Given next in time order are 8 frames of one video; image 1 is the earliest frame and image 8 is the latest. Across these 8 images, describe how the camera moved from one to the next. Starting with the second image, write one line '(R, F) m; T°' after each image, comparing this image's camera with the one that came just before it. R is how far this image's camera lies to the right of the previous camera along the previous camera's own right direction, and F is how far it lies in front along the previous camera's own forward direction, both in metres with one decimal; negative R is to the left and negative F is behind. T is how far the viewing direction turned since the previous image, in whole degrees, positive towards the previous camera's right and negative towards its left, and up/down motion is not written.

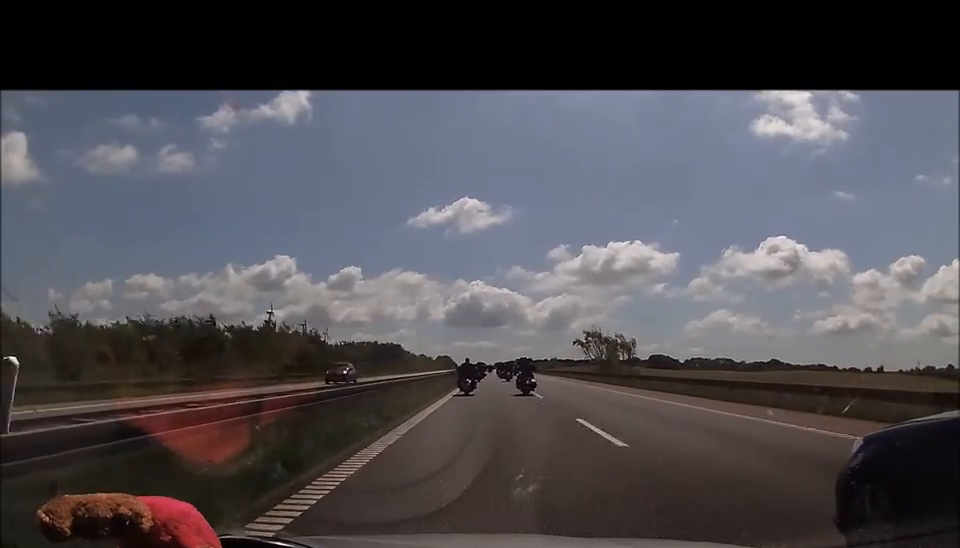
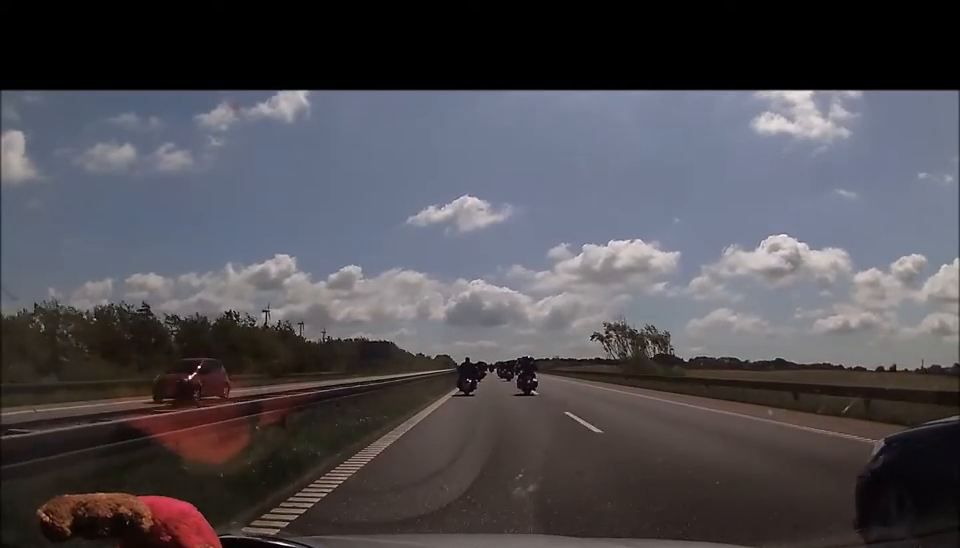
(+0.1, +16.5) m; 0°
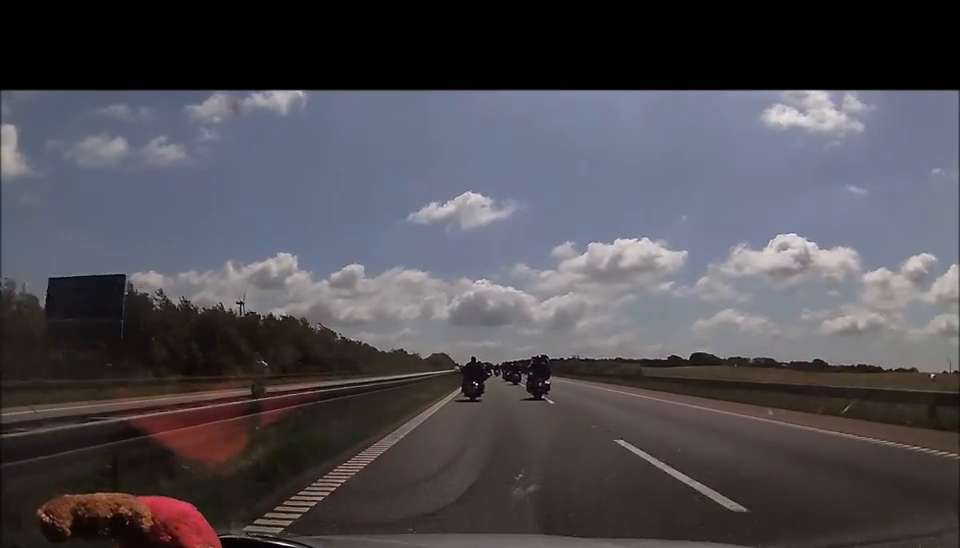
(-0.7, +78.2) m; 0°
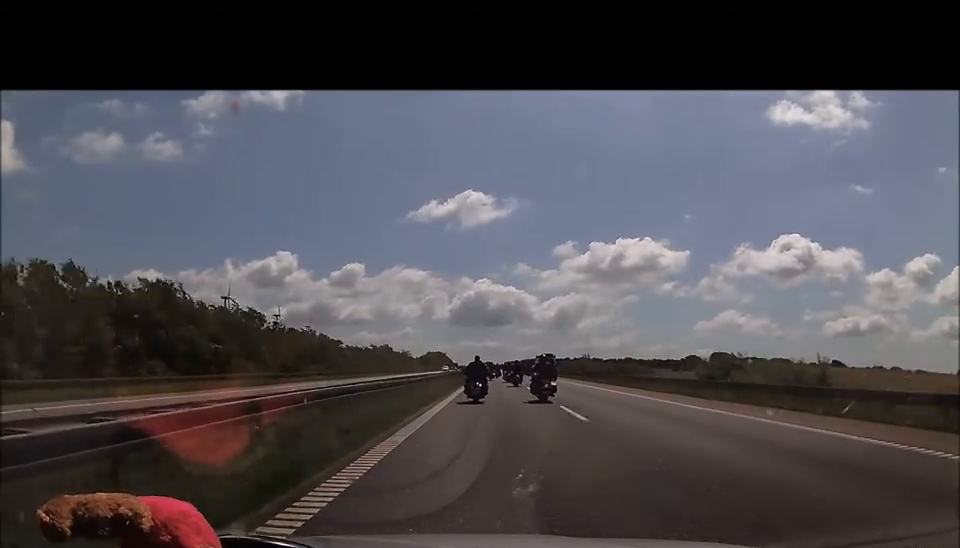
(0.0, +36.5) m; 0°
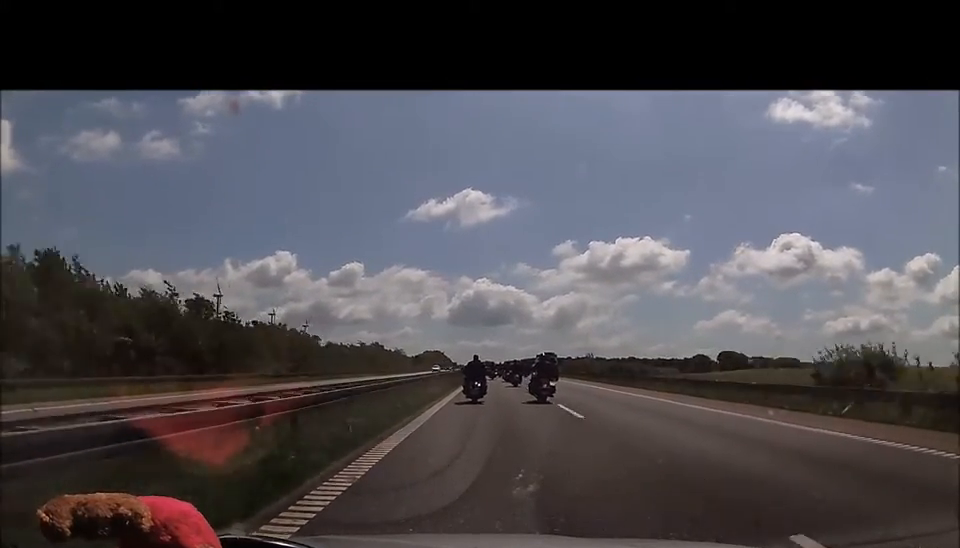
(0.0, +14.6) m; 0°
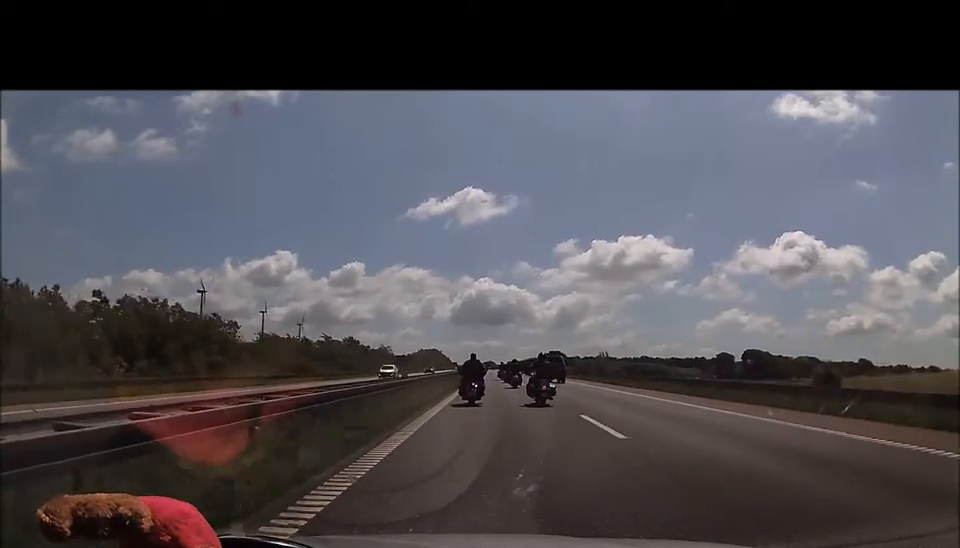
(0.0, +34.4) m; 0°
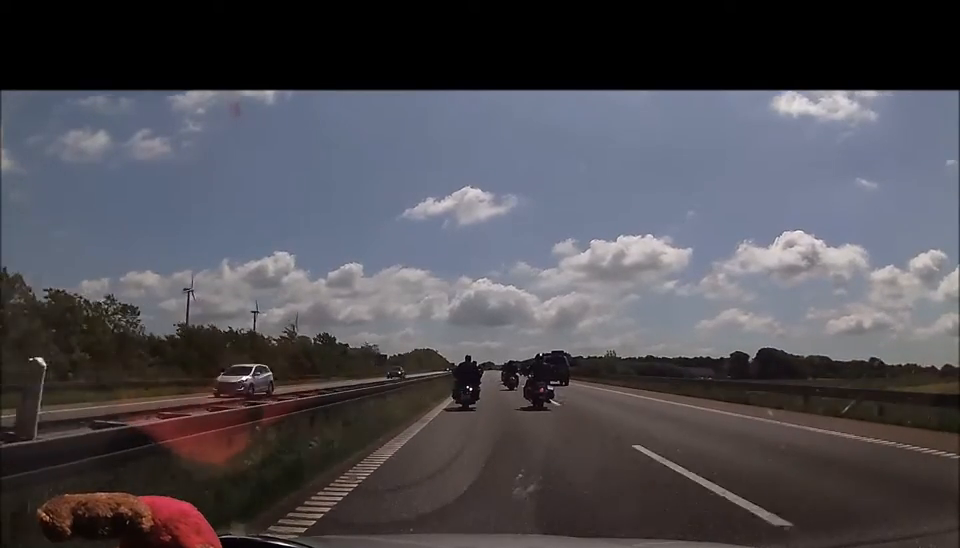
(-0.1, +21.8) m; 0°
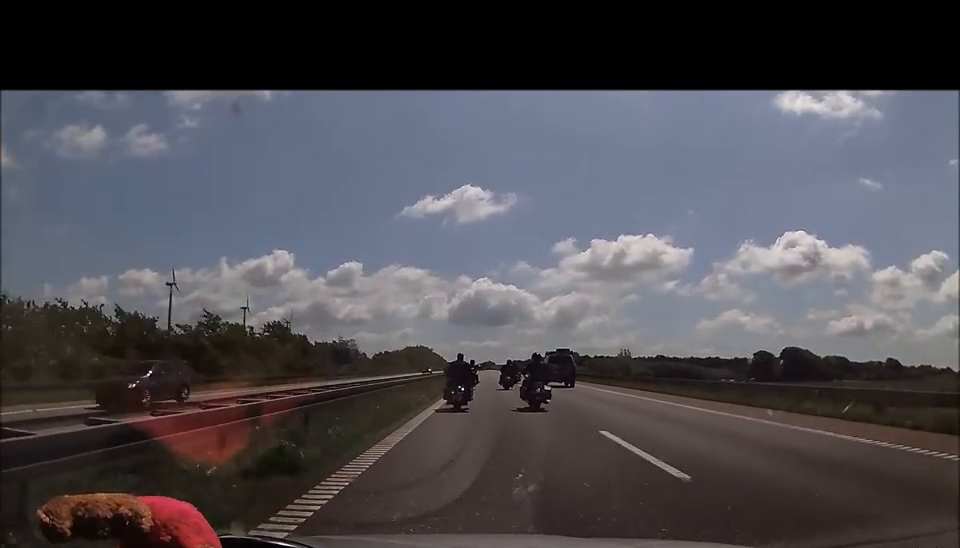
(-0.1, +27.0) m; 0°
